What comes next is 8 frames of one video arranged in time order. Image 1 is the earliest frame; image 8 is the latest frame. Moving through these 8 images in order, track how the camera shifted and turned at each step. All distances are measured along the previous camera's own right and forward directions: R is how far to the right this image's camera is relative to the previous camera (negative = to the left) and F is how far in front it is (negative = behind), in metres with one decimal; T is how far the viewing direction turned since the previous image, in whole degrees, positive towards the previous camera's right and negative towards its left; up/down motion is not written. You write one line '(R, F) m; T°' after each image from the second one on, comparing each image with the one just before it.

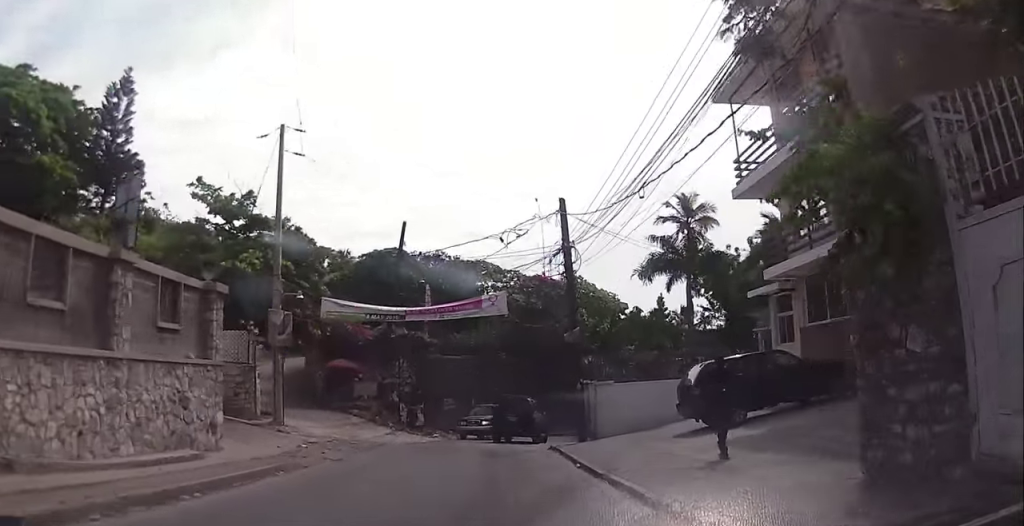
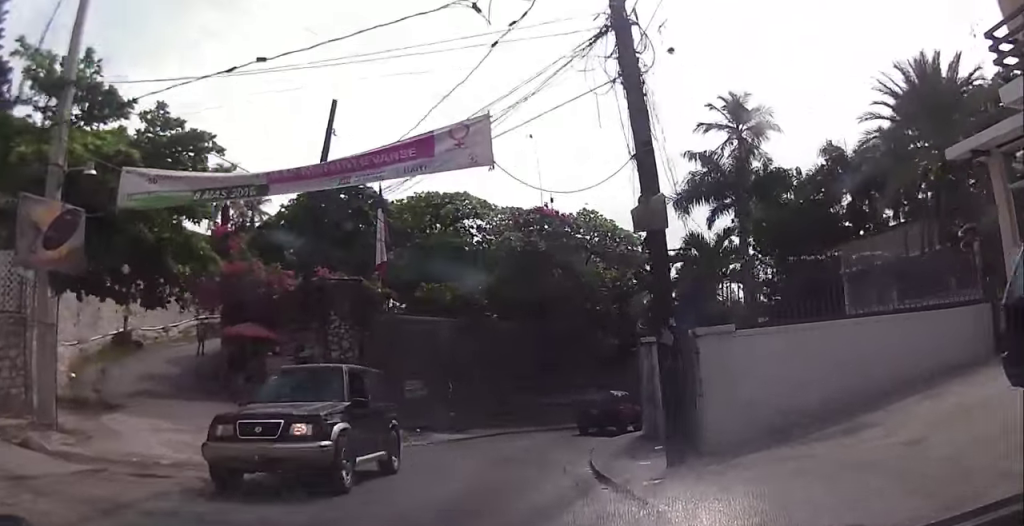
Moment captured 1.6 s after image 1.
(-0.1, +11.9) m; +4°
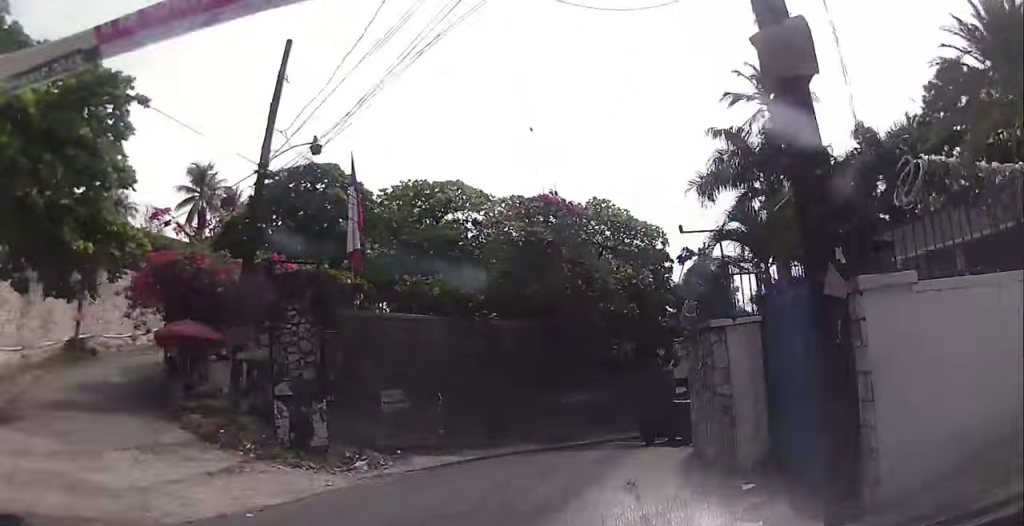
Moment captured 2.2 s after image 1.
(+0.1, +4.4) m; +3°
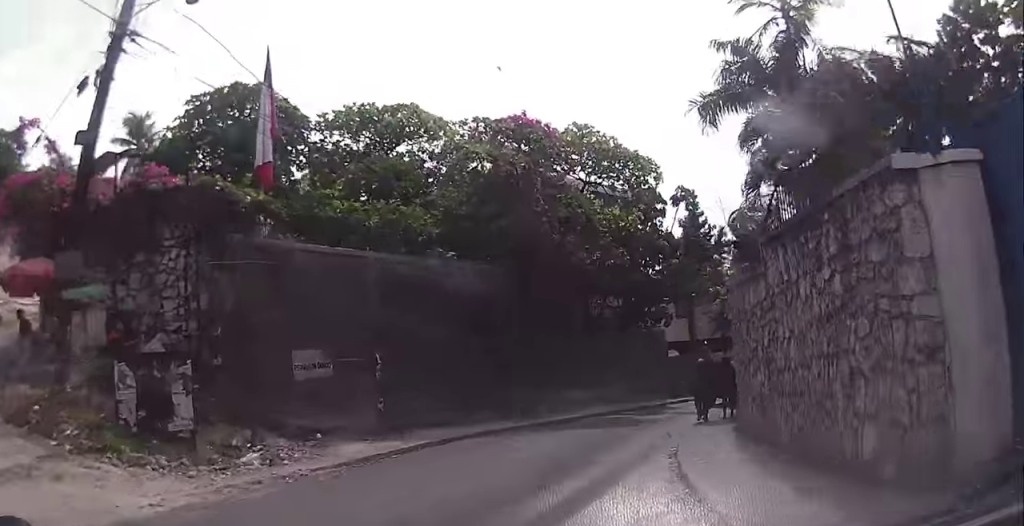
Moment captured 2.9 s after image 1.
(+0.4, +5.4) m; +4°
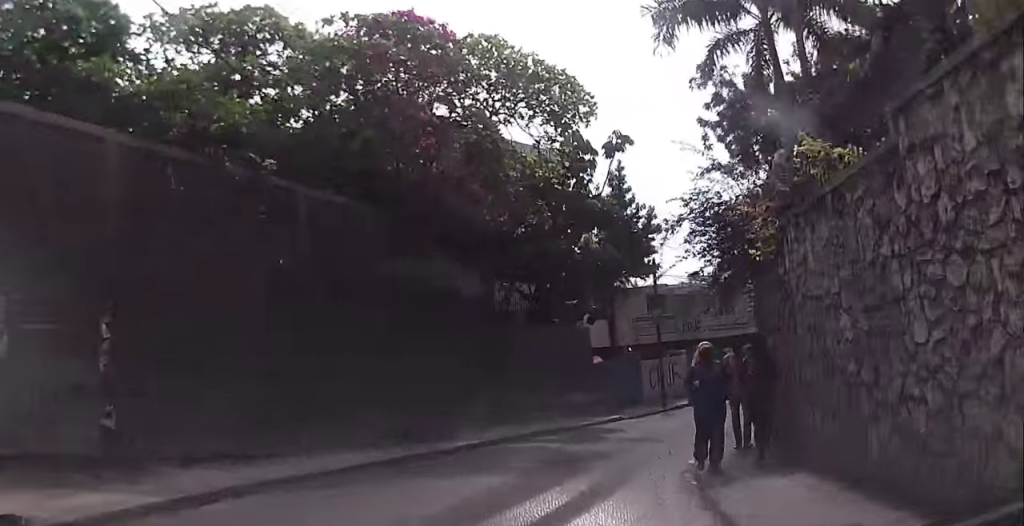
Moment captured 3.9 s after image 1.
(0.0, +7.6) m; +2°
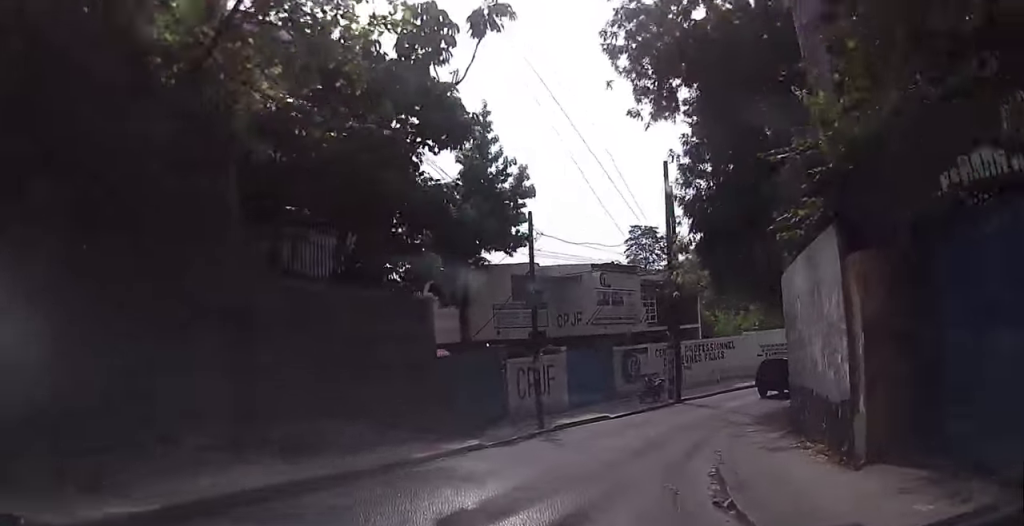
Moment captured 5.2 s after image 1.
(+0.9, +8.9) m; +14°
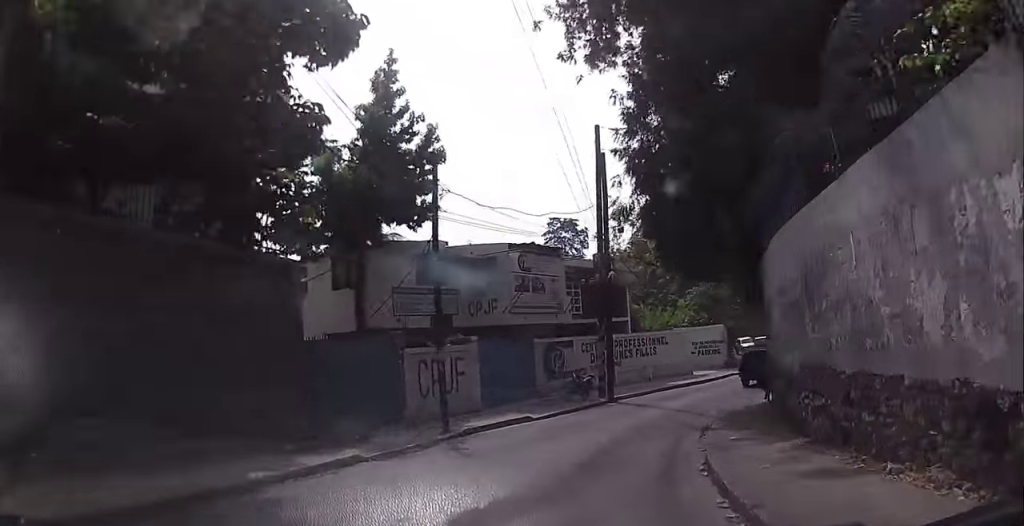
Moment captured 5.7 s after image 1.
(+0.5, +4.3) m; +6°
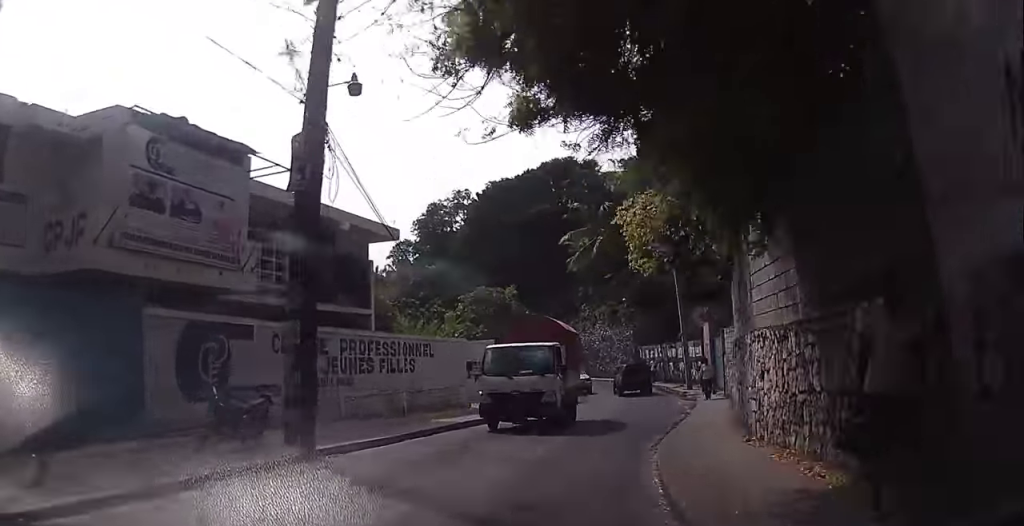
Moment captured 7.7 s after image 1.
(+1.4, +14.7) m; +11°
